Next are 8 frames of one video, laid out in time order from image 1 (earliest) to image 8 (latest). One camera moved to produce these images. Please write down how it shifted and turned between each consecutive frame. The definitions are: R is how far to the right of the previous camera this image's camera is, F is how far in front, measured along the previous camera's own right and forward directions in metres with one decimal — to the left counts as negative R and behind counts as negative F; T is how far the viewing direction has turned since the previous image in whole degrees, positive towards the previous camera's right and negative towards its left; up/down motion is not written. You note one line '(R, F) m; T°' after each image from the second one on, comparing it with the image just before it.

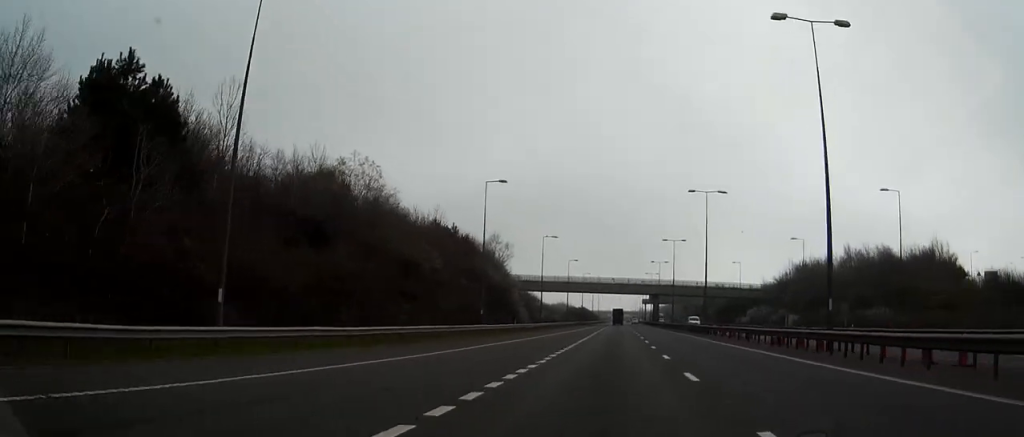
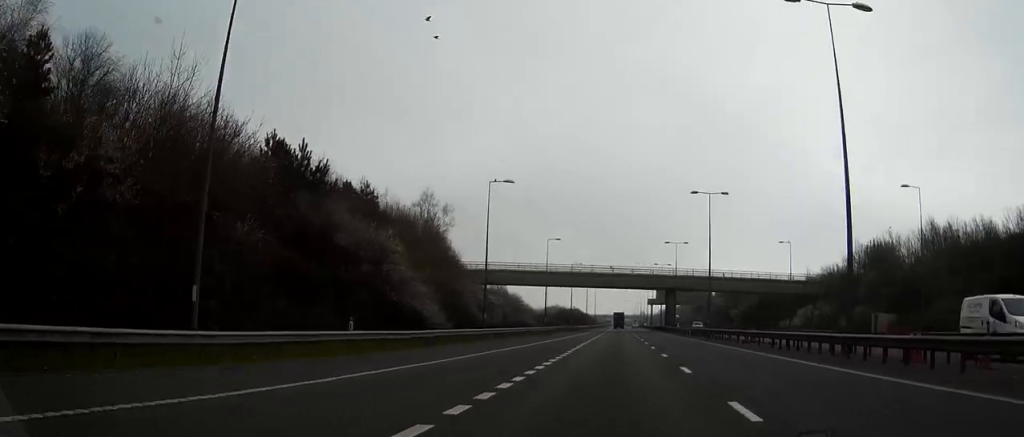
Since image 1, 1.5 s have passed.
(+0.1, +41.4) m; 0°
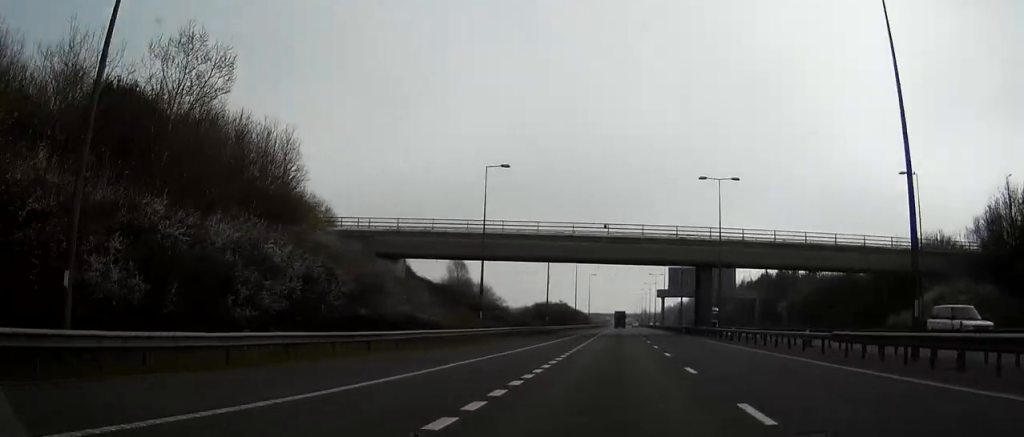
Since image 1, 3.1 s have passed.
(0.0, +44.9) m; 0°
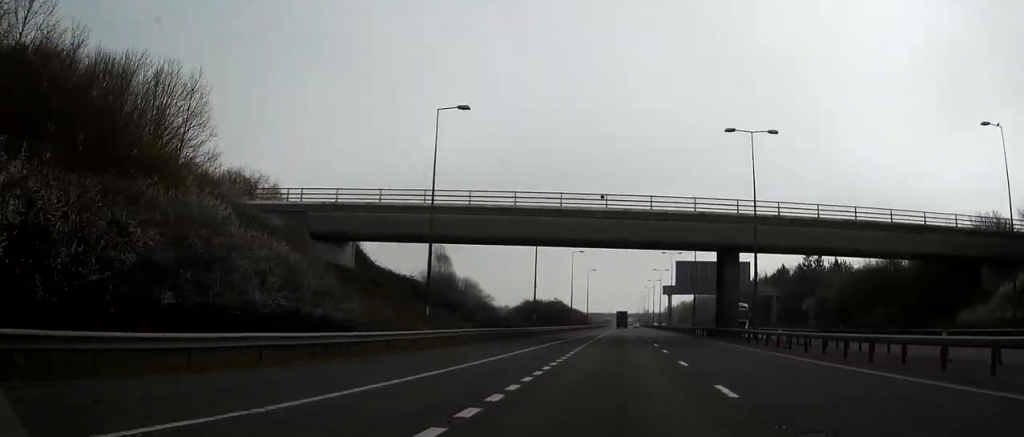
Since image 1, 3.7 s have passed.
(0.0, +14.7) m; 0°
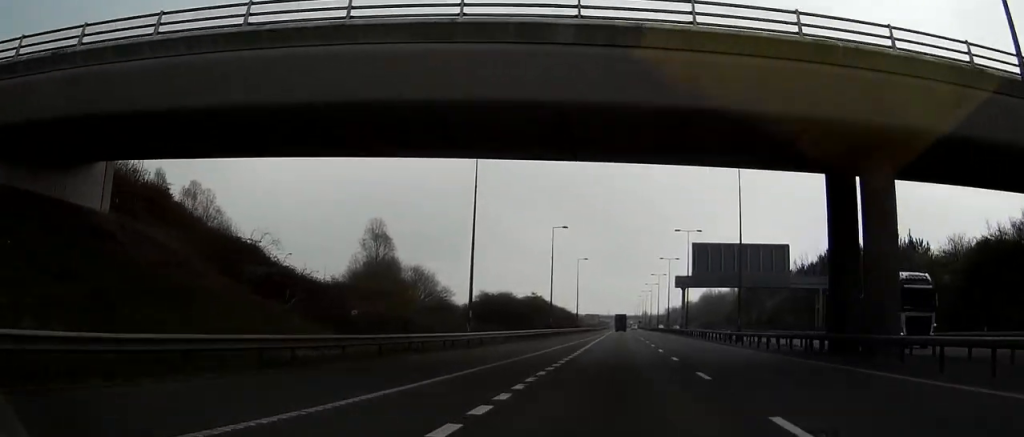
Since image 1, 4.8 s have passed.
(0.0, +31.3) m; 0°
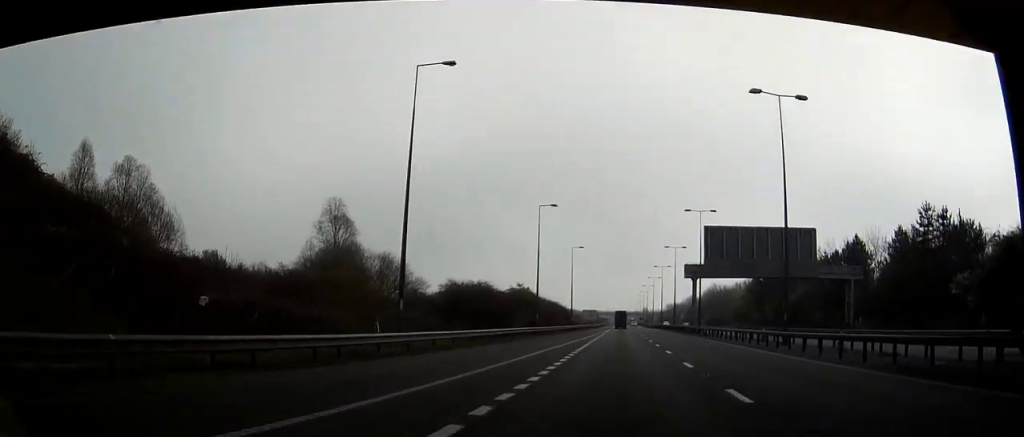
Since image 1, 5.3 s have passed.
(-0.1, +13.7) m; 0°
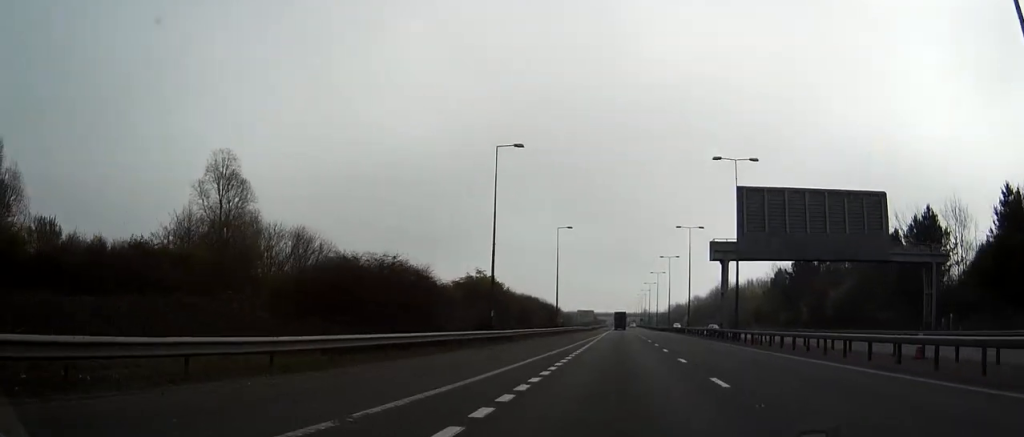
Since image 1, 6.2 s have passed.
(+0.1, +23.8) m; 0°
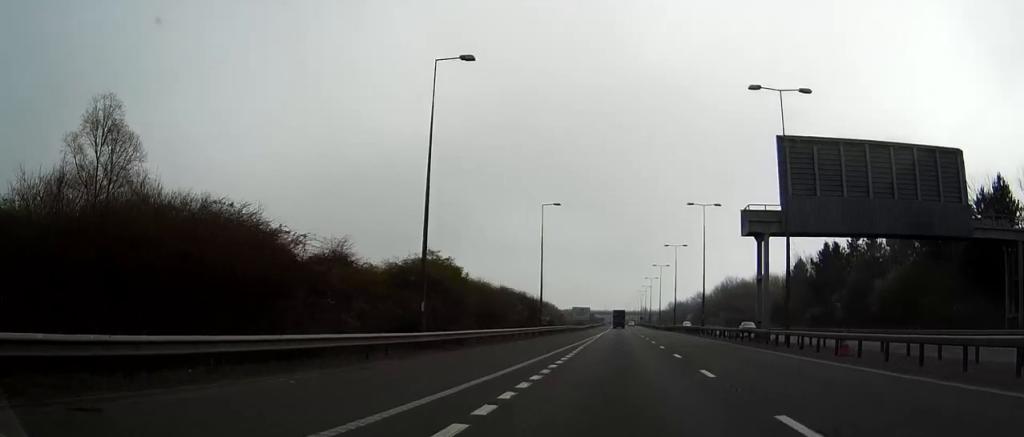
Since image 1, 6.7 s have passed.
(+0.1, +15.6) m; 0°
